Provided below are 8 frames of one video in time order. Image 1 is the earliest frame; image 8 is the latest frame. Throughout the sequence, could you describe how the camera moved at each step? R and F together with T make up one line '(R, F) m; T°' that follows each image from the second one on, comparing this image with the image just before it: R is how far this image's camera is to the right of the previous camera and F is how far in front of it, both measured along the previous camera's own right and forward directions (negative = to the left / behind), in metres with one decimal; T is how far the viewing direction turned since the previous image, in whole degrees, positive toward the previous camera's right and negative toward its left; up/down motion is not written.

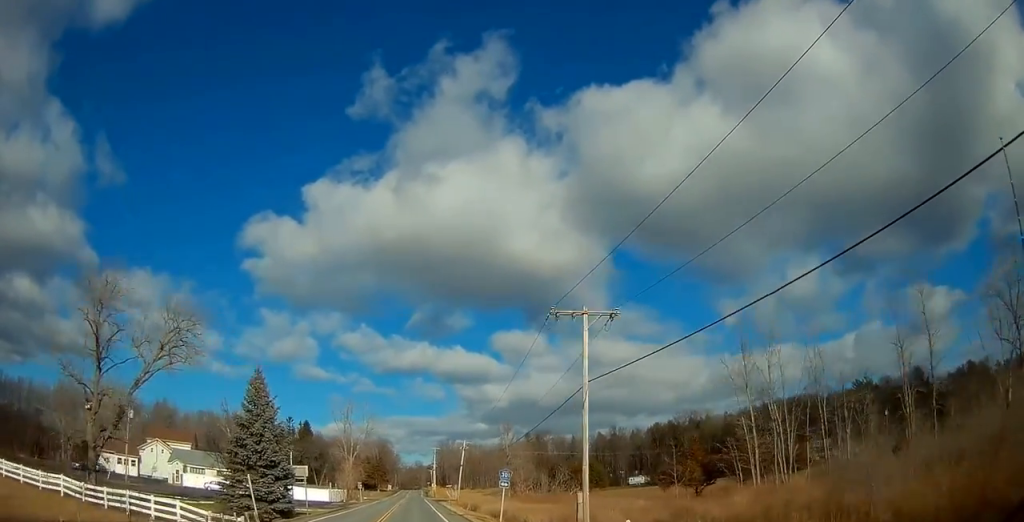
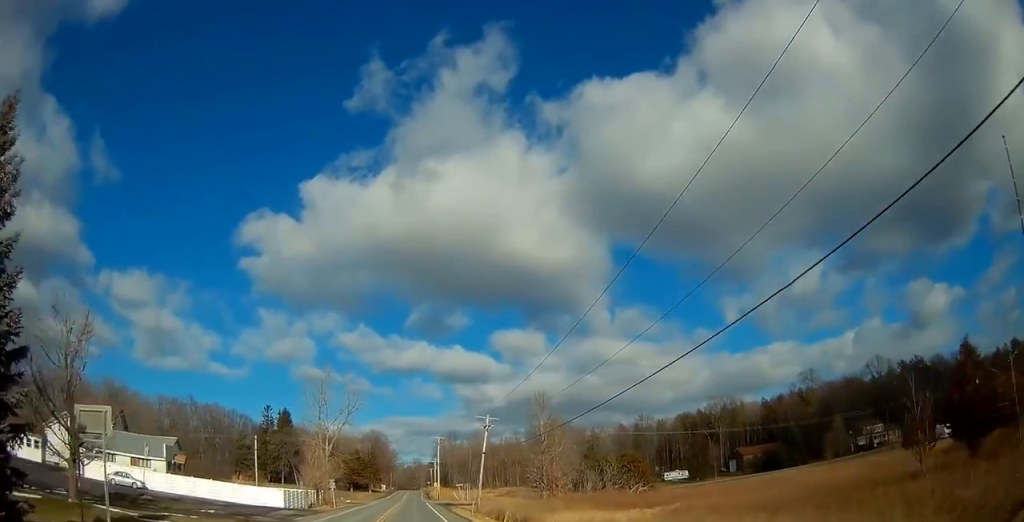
(+0.3, +29.4) m; +1°
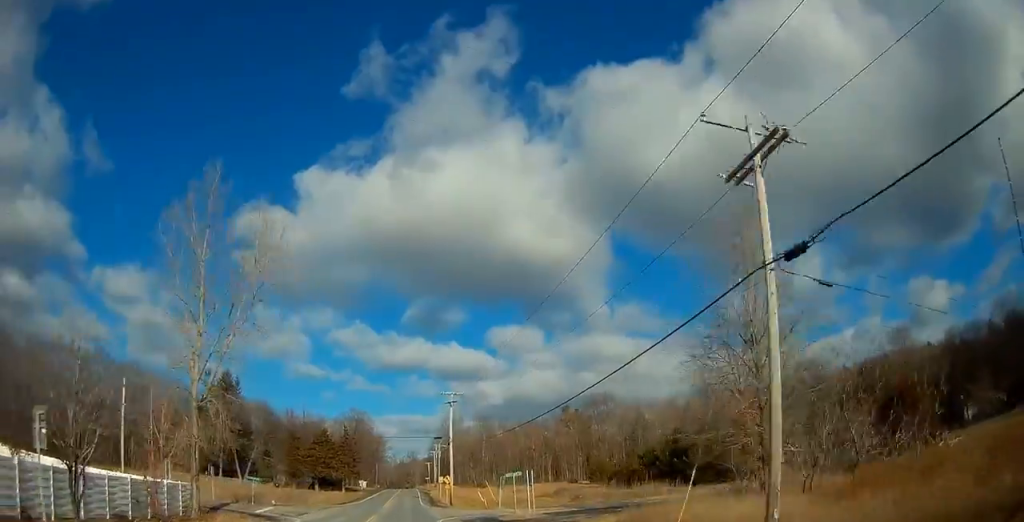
(-0.1, +49.5) m; 0°
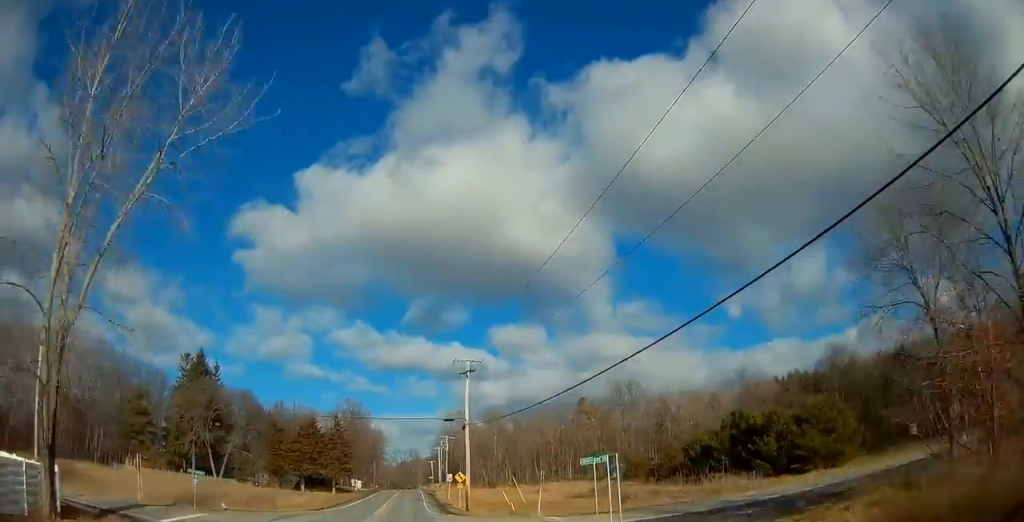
(0.0, +15.9) m; 0°
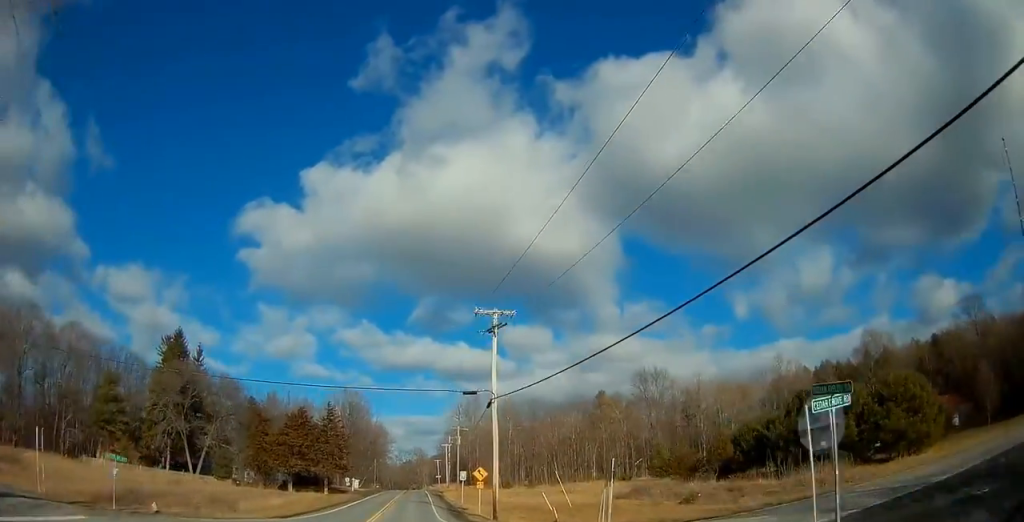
(+0.1, +12.6) m; 0°
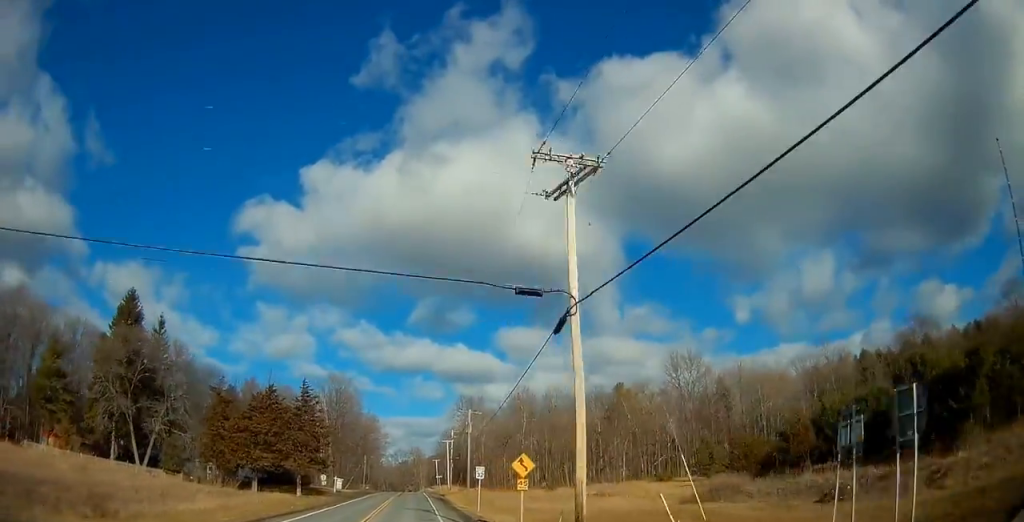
(0.0, +16.8) m; 0°
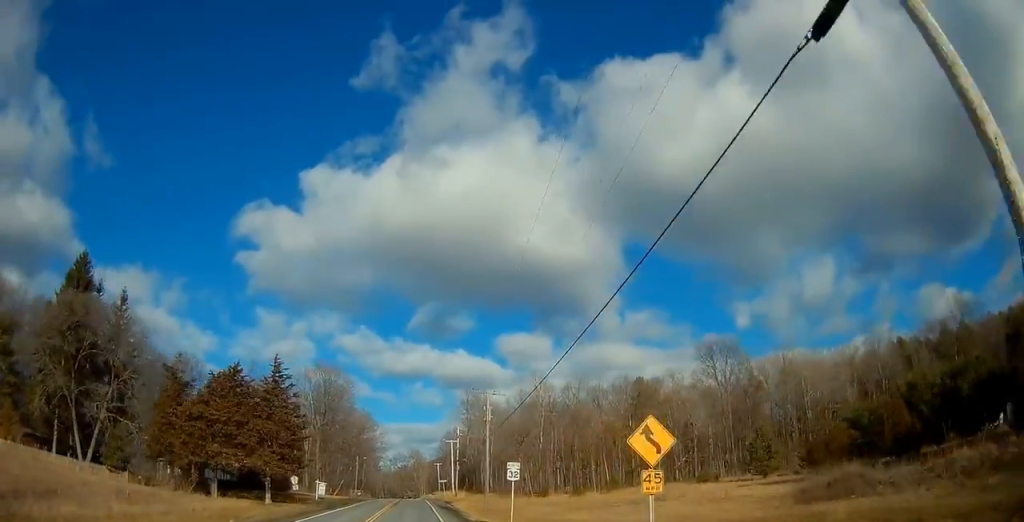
(-0.1, +13.5) m; 0°
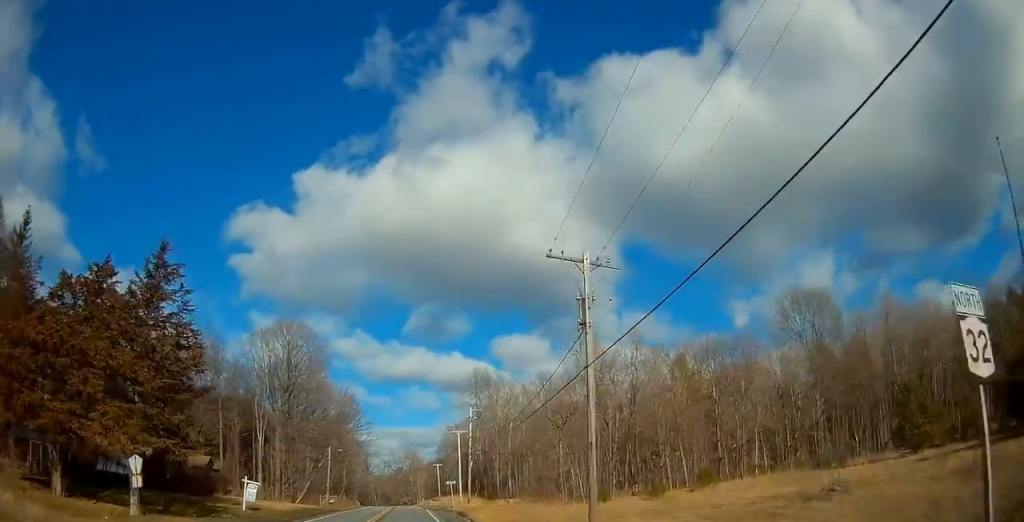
(+0.1, +24.4) m; 0°
